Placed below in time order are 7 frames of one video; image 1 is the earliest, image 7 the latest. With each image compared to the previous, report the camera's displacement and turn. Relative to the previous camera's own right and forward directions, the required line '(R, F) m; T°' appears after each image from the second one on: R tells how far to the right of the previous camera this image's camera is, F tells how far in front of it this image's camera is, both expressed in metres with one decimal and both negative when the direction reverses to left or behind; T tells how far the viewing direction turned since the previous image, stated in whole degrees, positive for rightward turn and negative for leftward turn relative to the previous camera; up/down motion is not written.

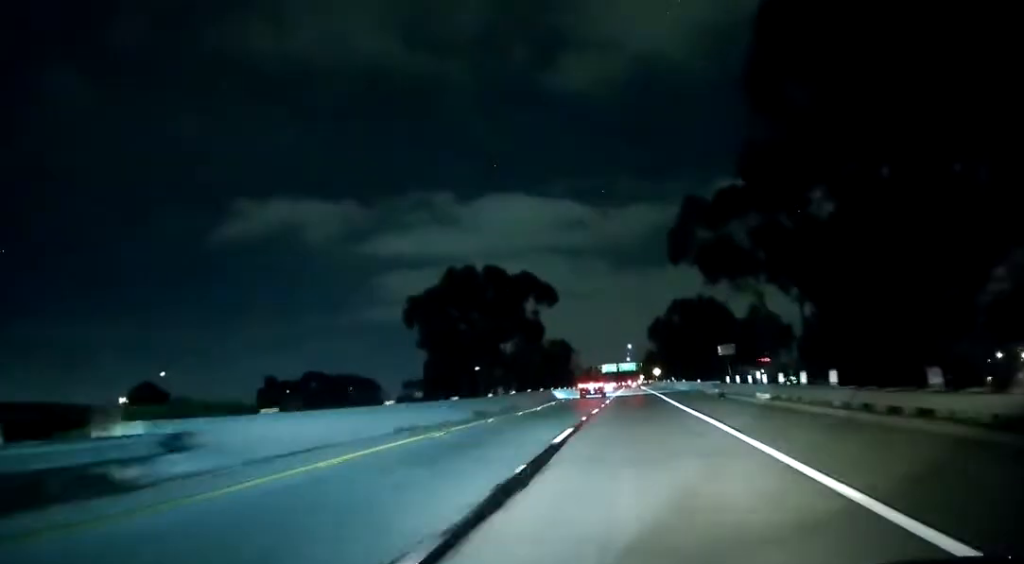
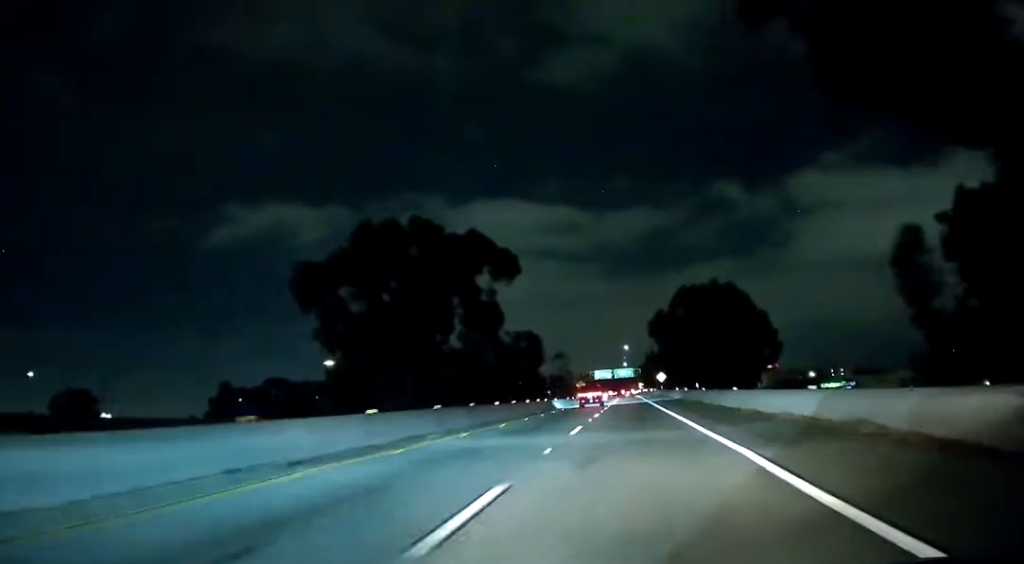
(-0.3, +39.1) m; +1°
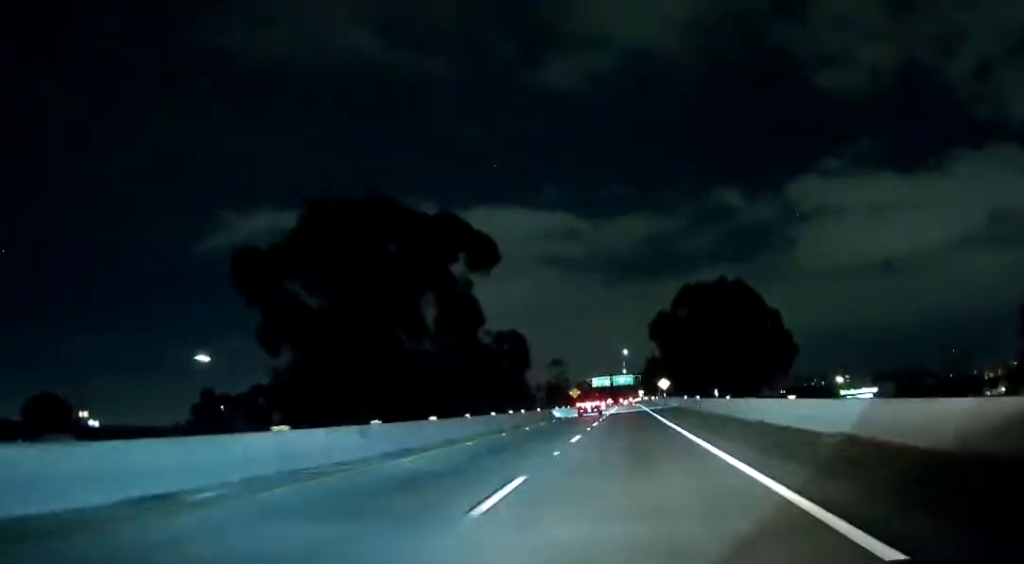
(+0.3, +13.7) m; +1°
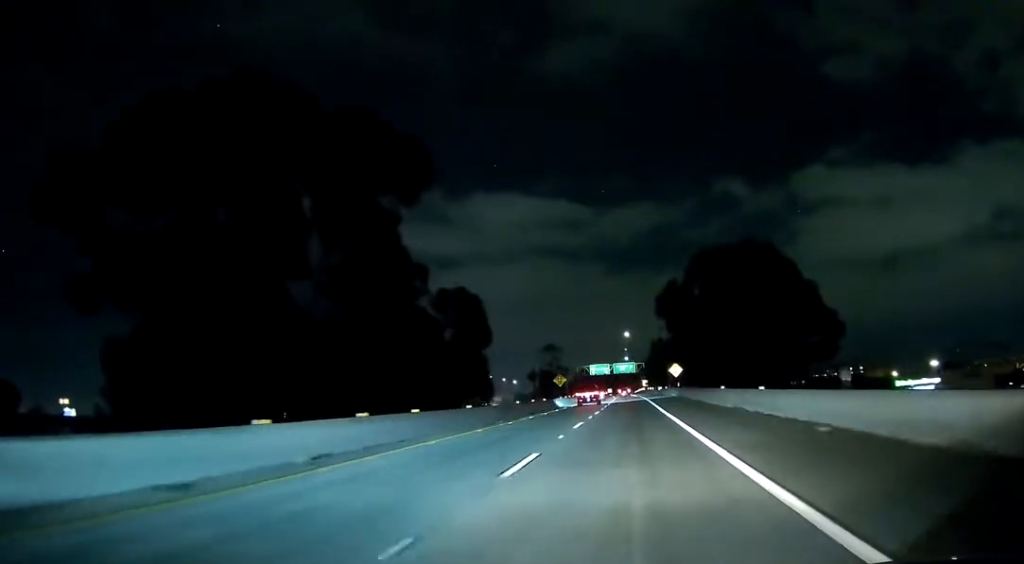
(-0.2, +26.4) m; -2°
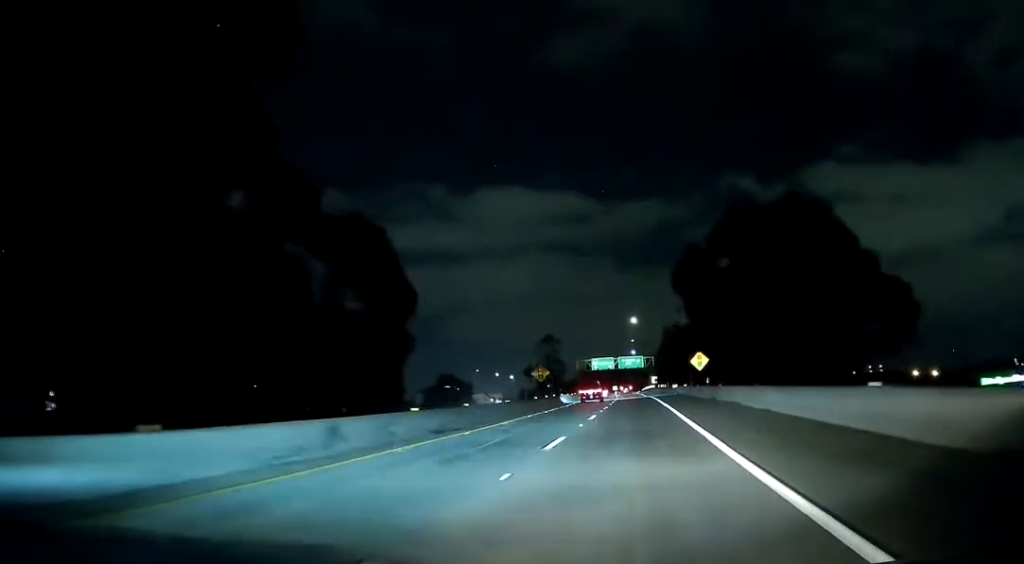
(-0.6, +24.6) m; -1°
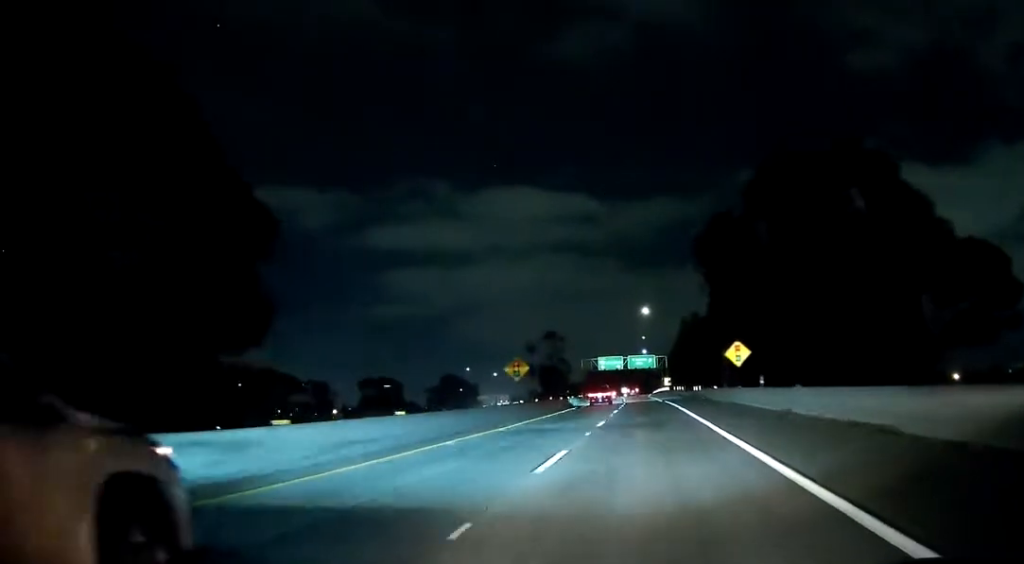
(+0.2, +18.9) m; 0°
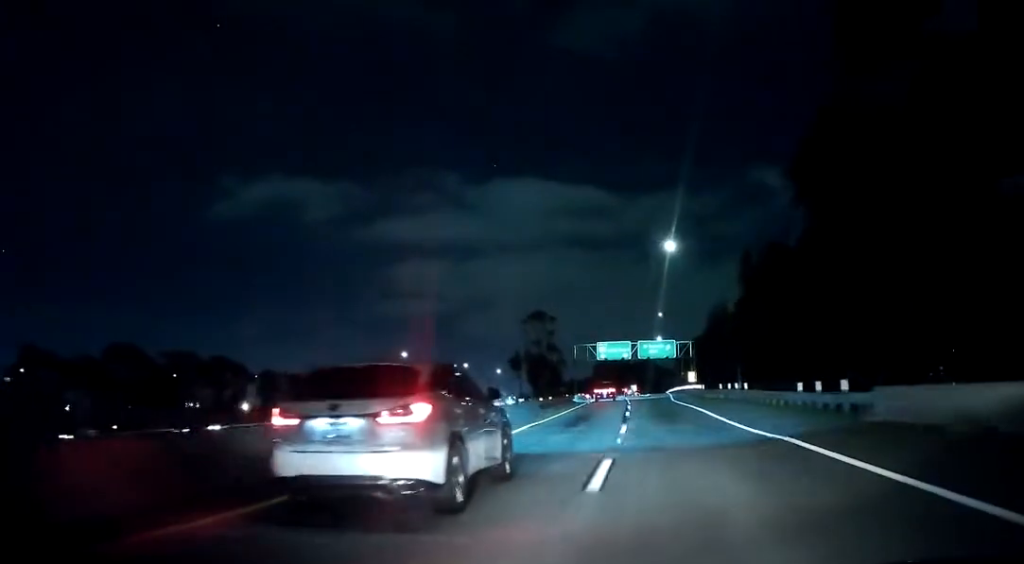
(-0.3, +45.1) m; 0°
